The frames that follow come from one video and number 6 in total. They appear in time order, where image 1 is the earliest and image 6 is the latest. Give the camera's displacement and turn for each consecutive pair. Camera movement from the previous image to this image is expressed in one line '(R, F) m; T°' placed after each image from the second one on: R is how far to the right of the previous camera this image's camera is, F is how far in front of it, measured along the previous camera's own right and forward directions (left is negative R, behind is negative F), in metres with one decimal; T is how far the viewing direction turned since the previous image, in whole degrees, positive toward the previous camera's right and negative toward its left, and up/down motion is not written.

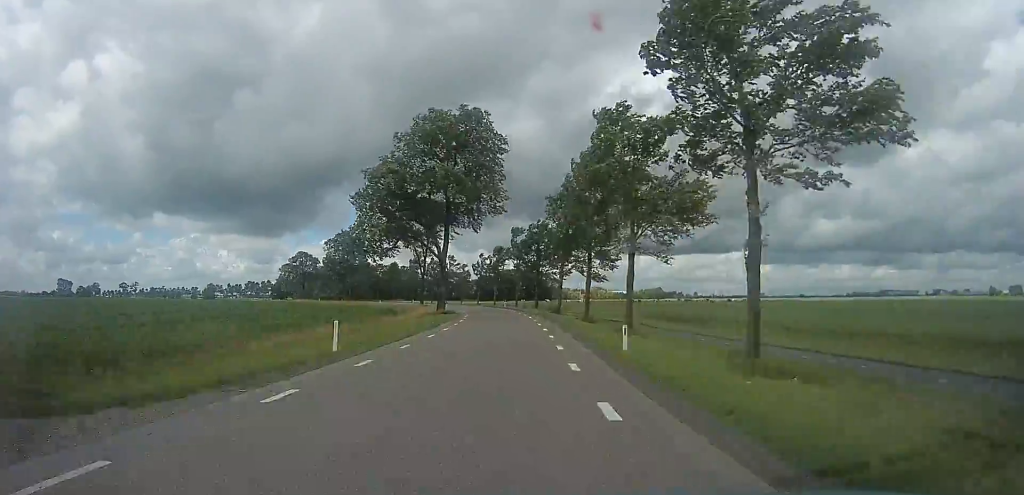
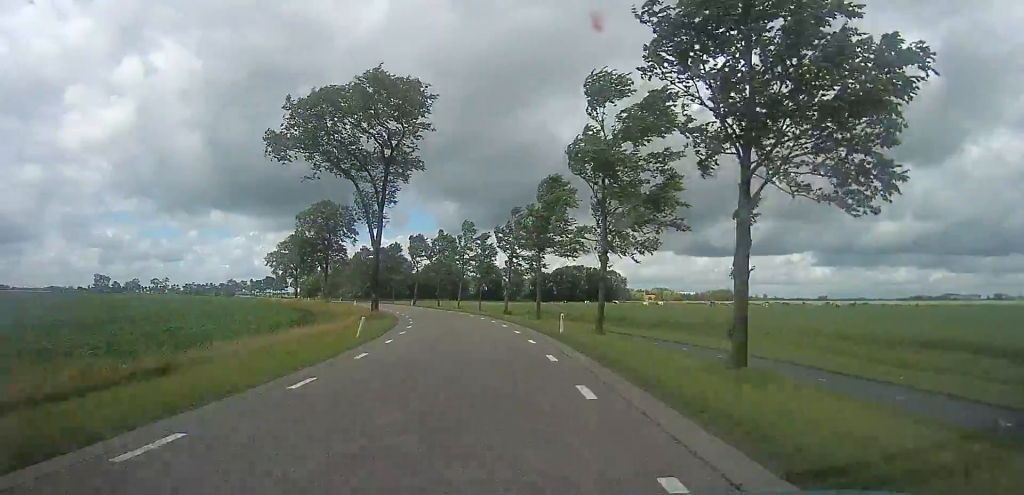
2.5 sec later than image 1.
(-1.2, +42.3) m; -8°
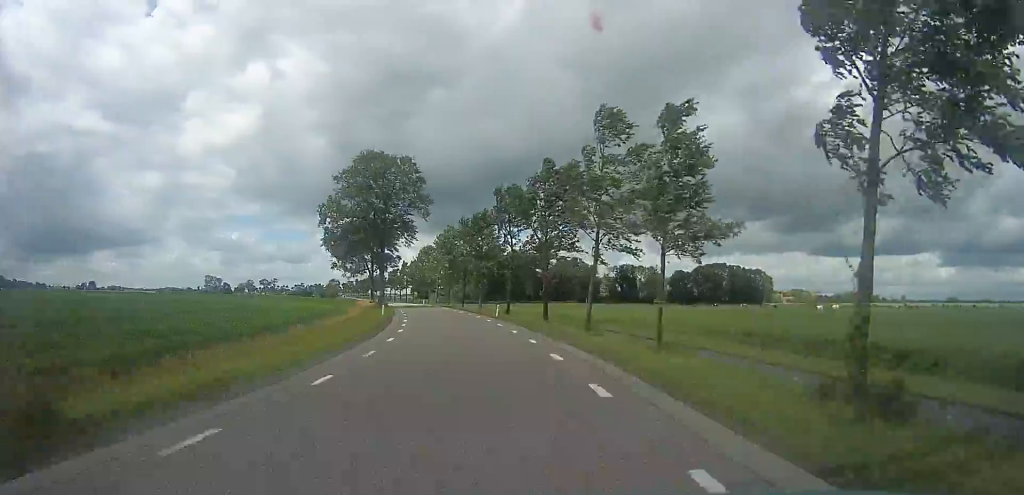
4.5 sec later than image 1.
(-3.4, +32.1) m; -15°
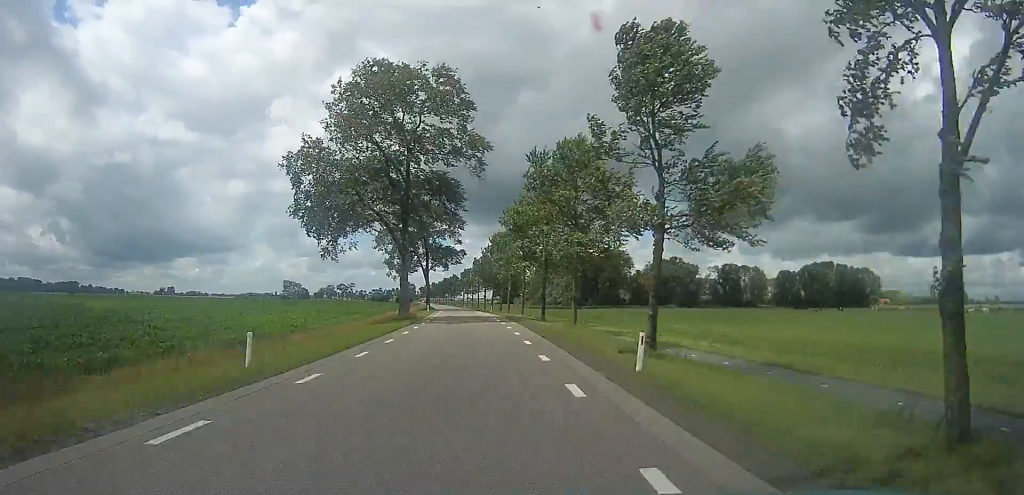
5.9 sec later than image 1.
(-2.5, +24.4) m; -8°
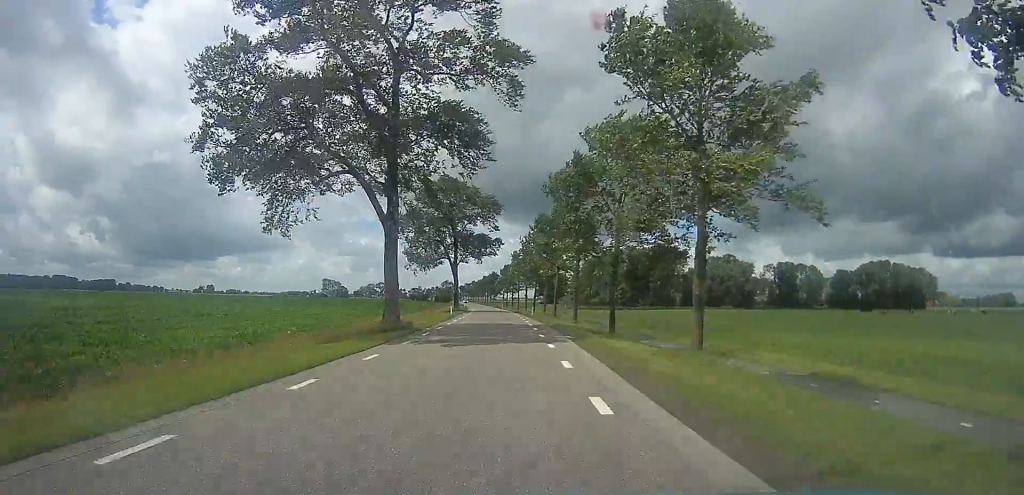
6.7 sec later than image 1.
(-0.4, +13.2) m; -3°
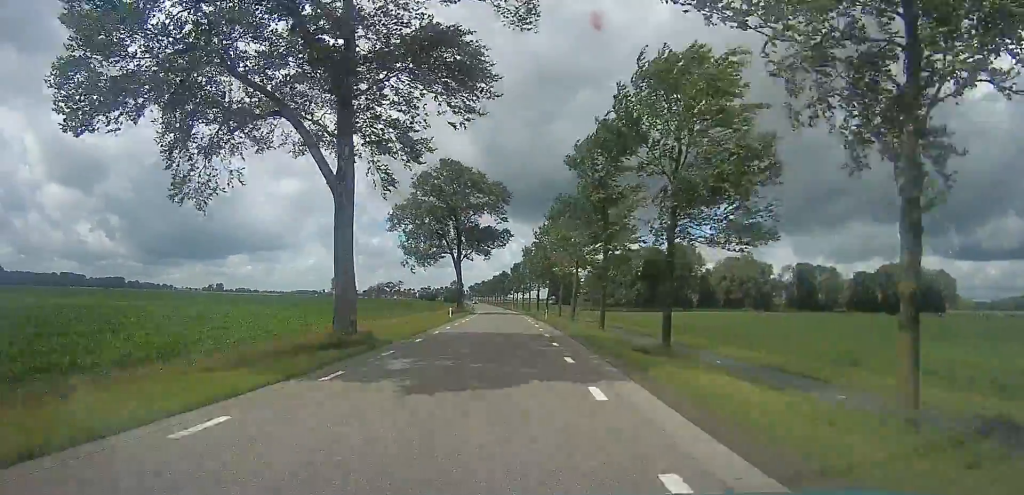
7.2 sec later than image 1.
(-0.1, +7.2) m; -2°
